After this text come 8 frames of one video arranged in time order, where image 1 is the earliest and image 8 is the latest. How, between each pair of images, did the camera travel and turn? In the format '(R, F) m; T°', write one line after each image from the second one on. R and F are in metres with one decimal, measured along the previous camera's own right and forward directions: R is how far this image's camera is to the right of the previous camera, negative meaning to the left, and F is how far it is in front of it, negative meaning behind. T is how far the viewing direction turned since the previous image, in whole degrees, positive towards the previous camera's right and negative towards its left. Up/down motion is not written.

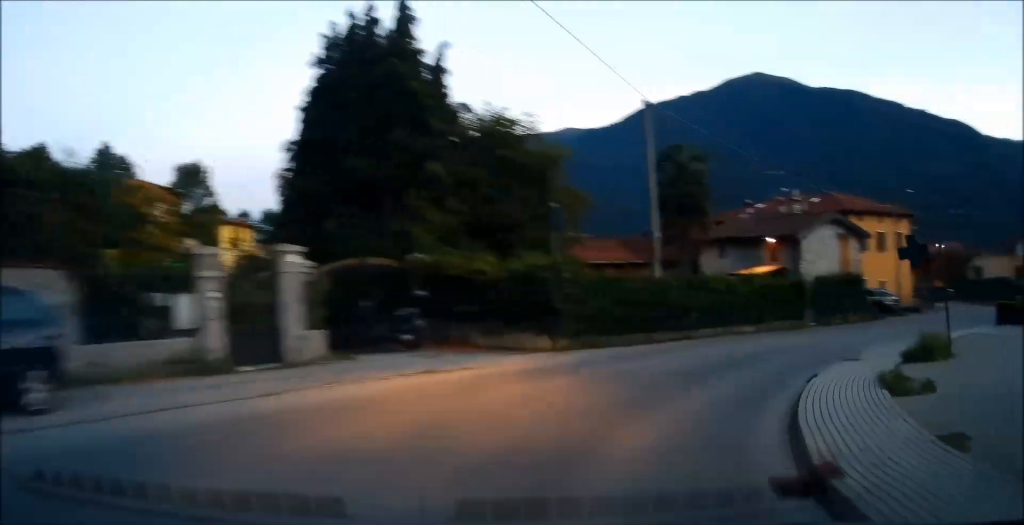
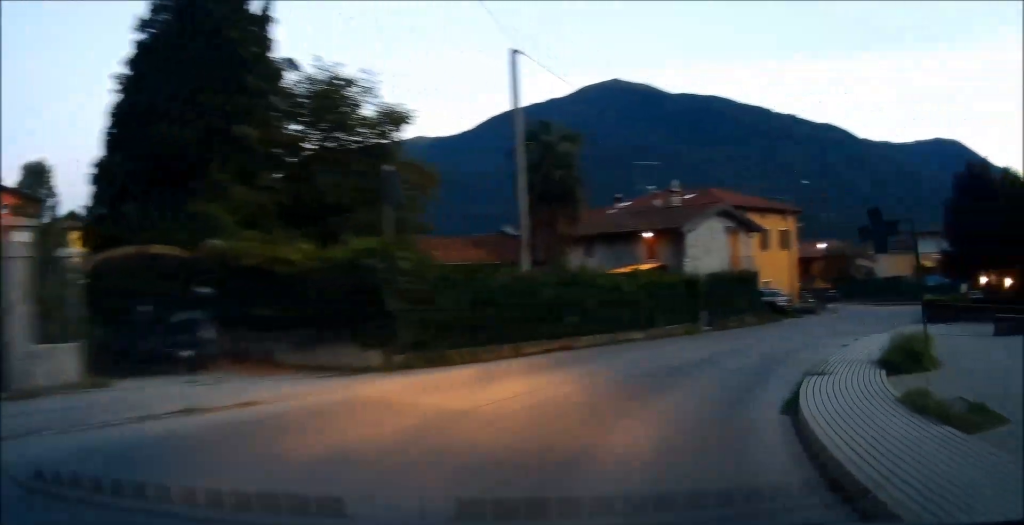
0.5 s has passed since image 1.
(0.0, +4.5) m; +9°
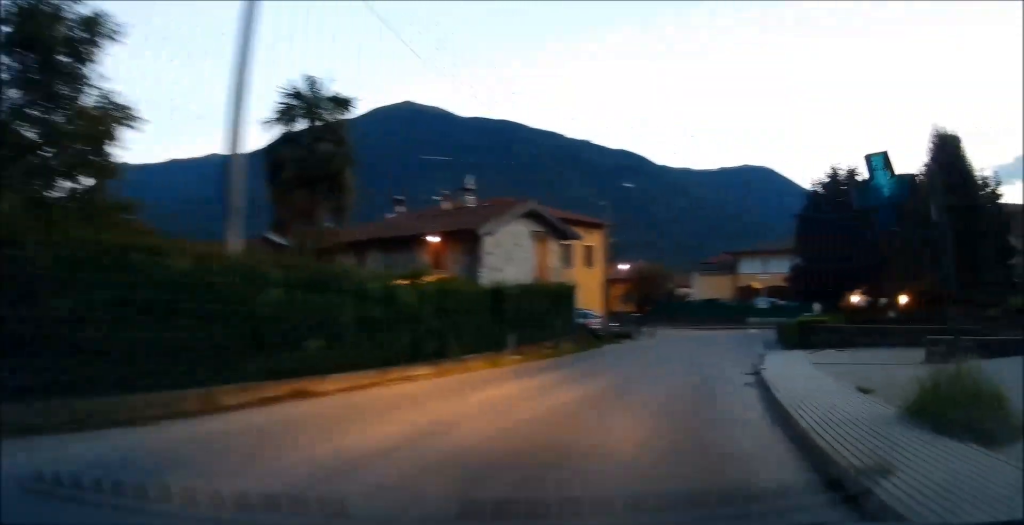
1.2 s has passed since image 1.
(+1.0, +6.5) m; +14°
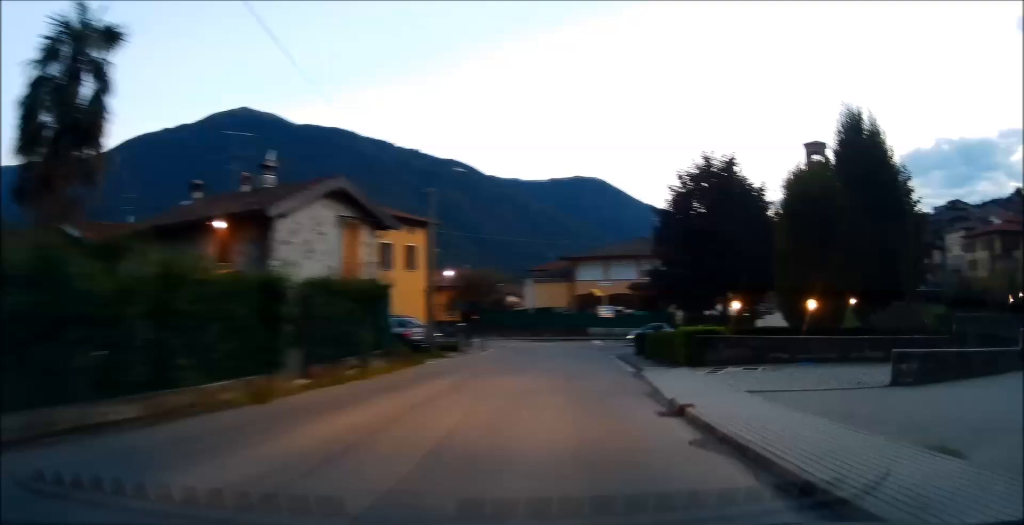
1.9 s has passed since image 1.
(+0.7, +5.9) m; +12°
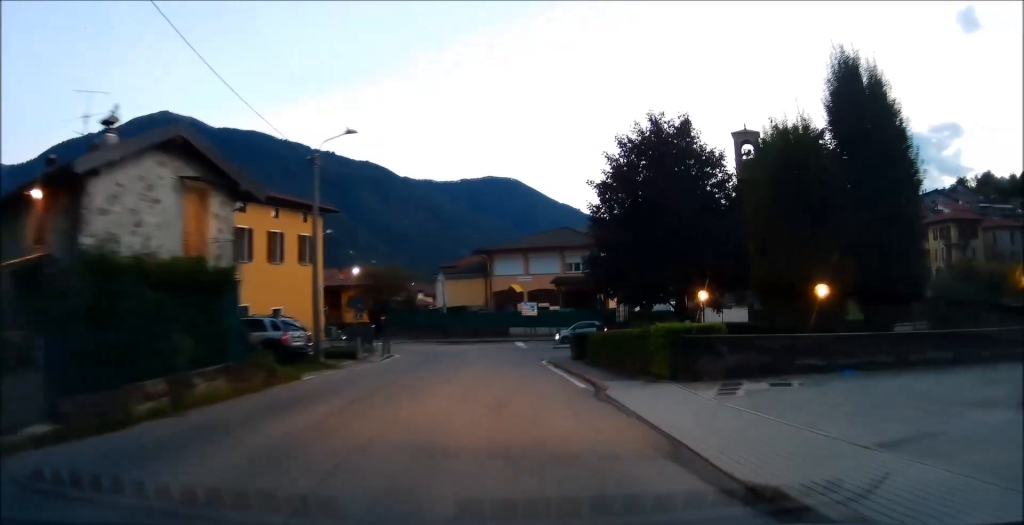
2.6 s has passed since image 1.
(+0.6, +6.9) m; +6°
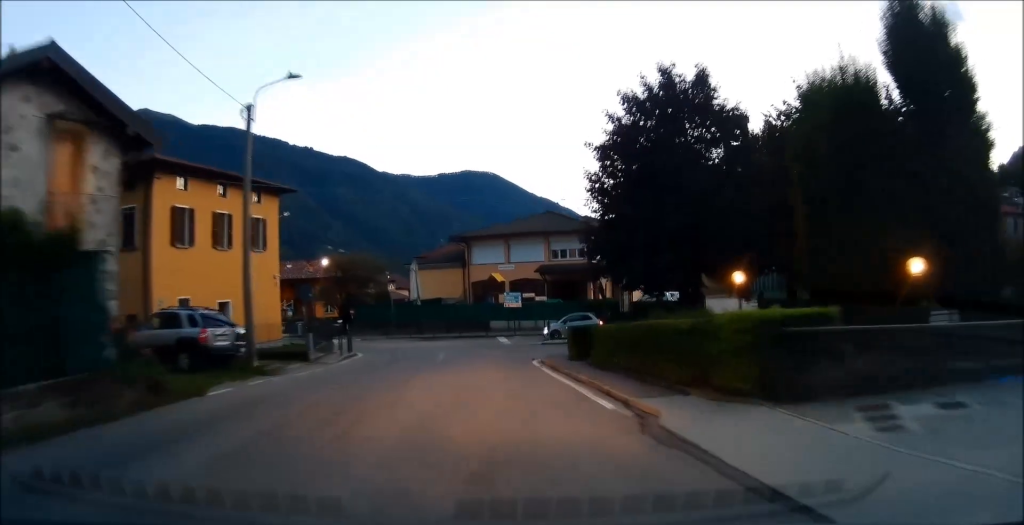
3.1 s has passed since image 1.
(+0.3, +5.6) m; +4°
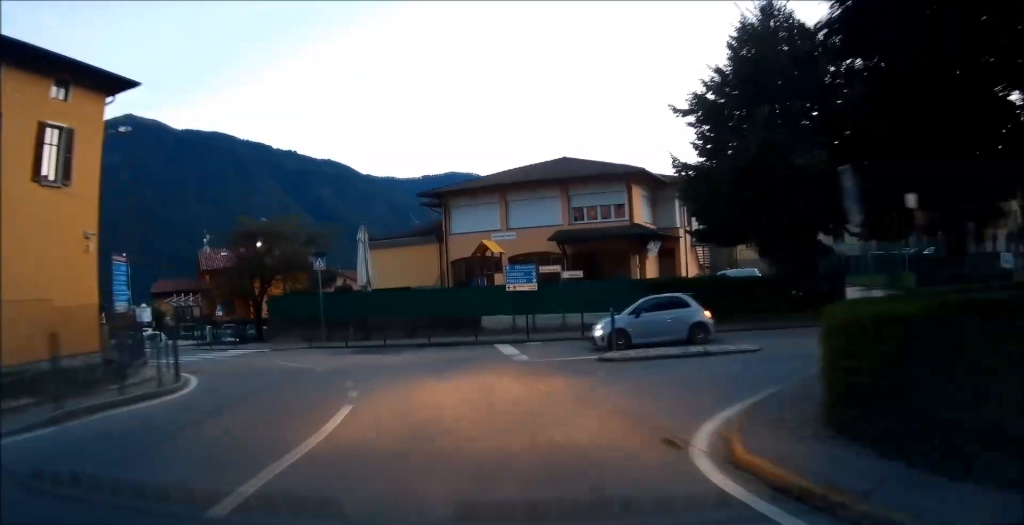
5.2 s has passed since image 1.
(+1.6, +18.5) m; +13°
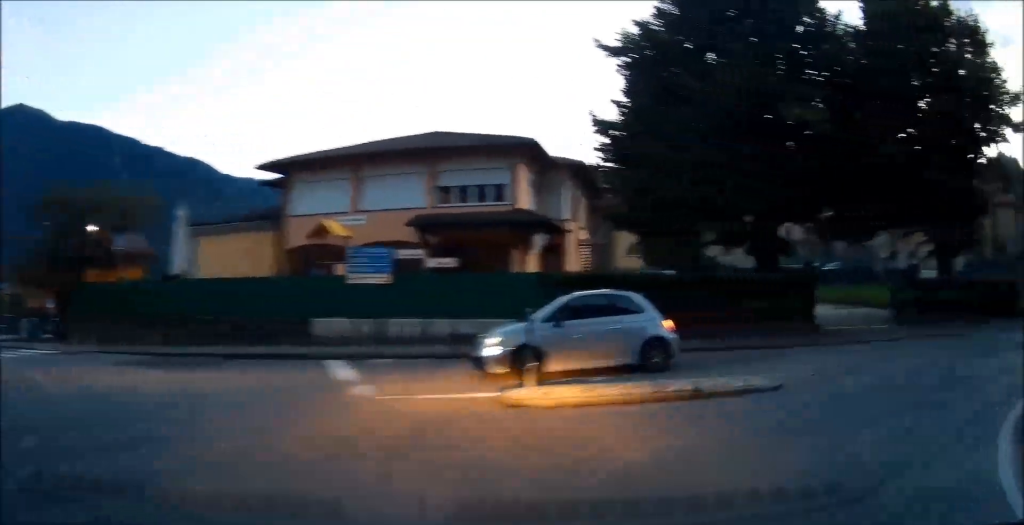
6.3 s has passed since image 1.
(+0.7, +7.2) m; +18°
